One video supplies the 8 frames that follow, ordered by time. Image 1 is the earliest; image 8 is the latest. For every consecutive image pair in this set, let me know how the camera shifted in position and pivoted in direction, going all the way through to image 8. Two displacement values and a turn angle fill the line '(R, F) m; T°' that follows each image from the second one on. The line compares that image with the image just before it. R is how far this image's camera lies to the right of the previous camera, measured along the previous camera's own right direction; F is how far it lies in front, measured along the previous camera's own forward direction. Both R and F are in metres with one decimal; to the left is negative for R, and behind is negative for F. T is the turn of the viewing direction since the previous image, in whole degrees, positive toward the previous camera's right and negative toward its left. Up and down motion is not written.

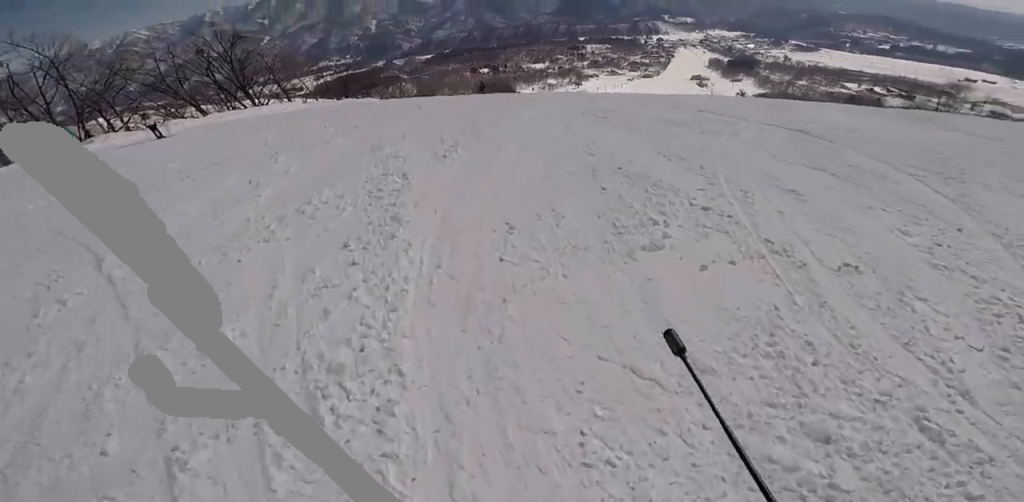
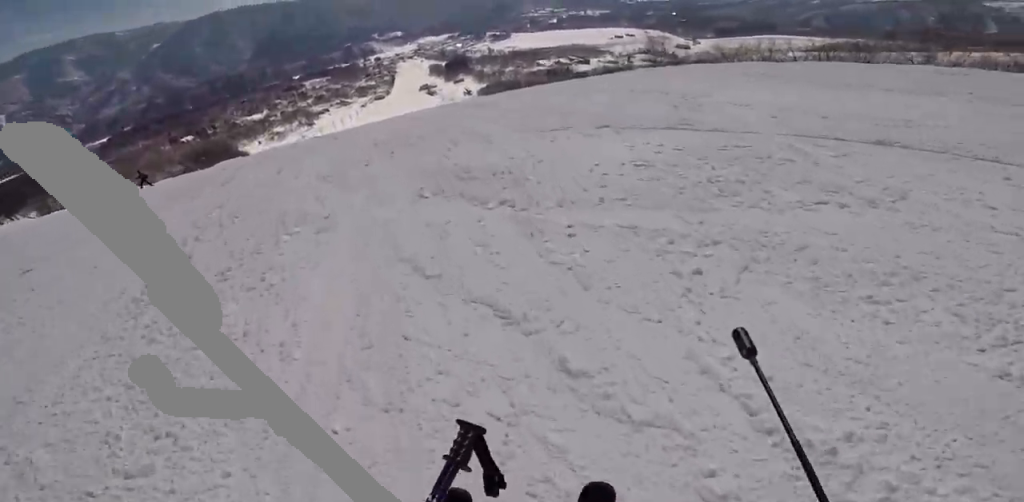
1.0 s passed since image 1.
(-0.2, +6.0) m; +10°
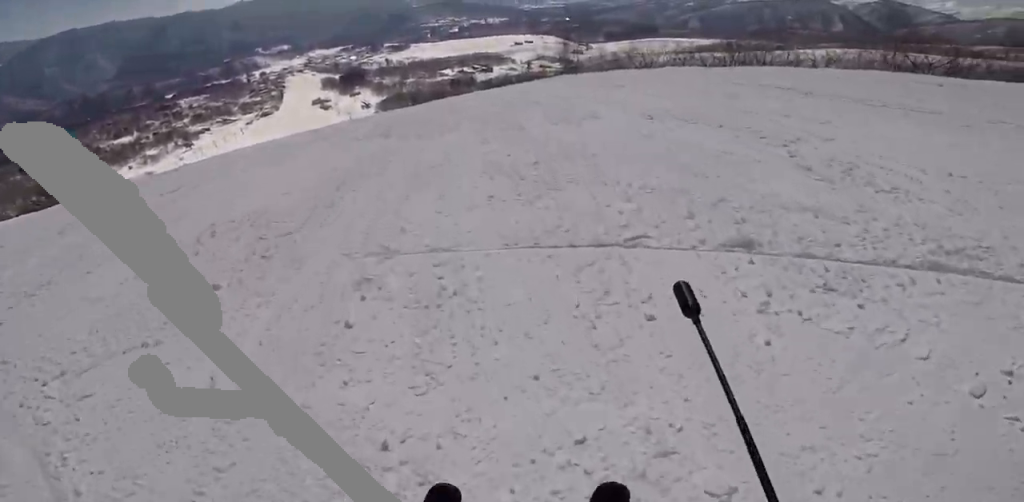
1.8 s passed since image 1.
(+0.6, +4.4) m; +16°
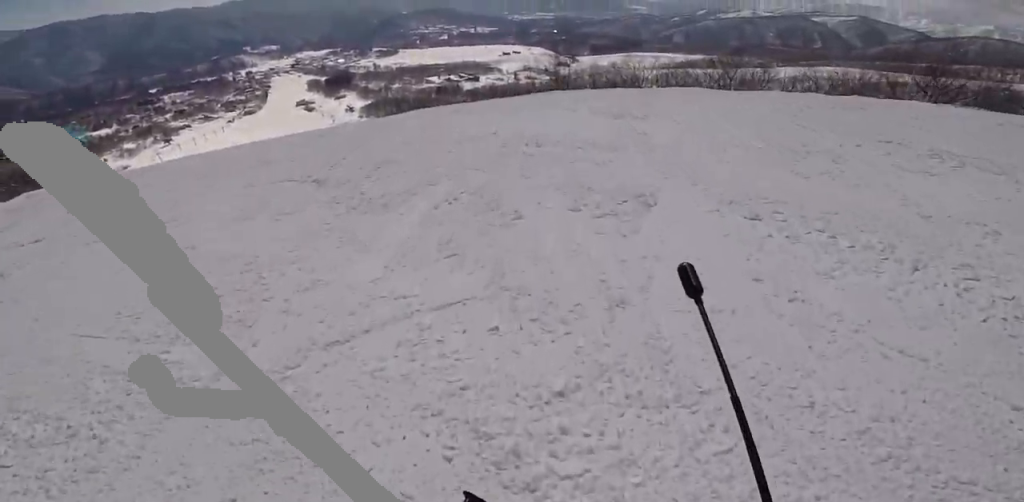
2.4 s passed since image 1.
(+0.6, +3.7) m; +6°
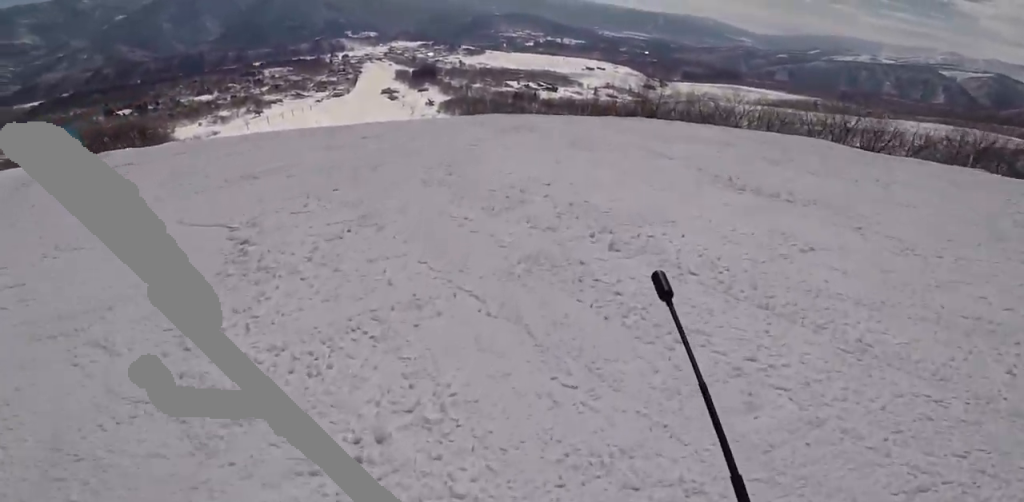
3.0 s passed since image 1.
(+0.2, +3.8) m; -4°
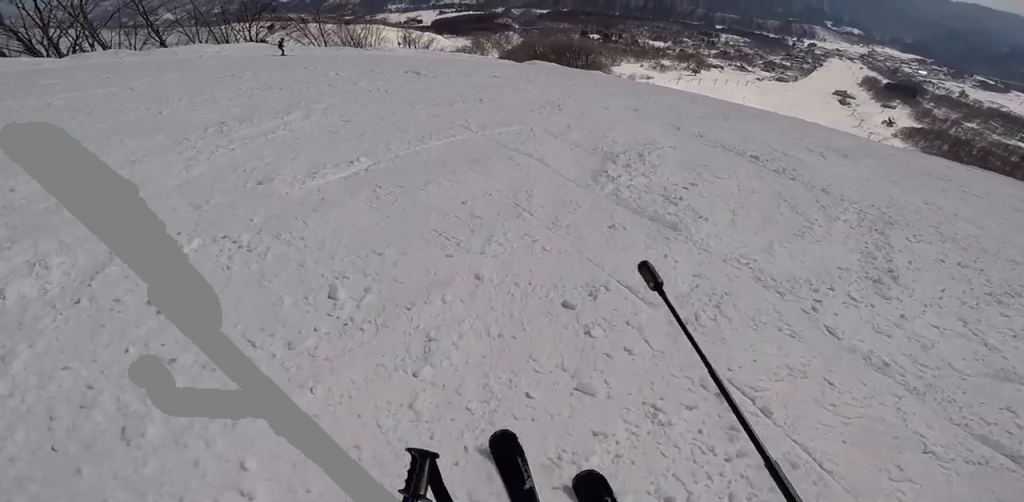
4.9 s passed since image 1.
(-3.7, +9.9) m; -49°
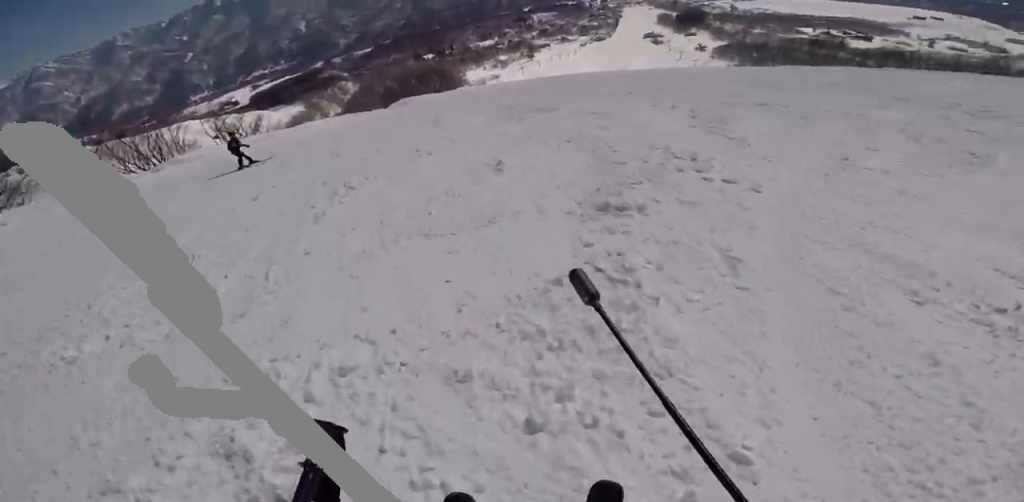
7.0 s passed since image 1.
(-1.7, +12.5) m; +15°
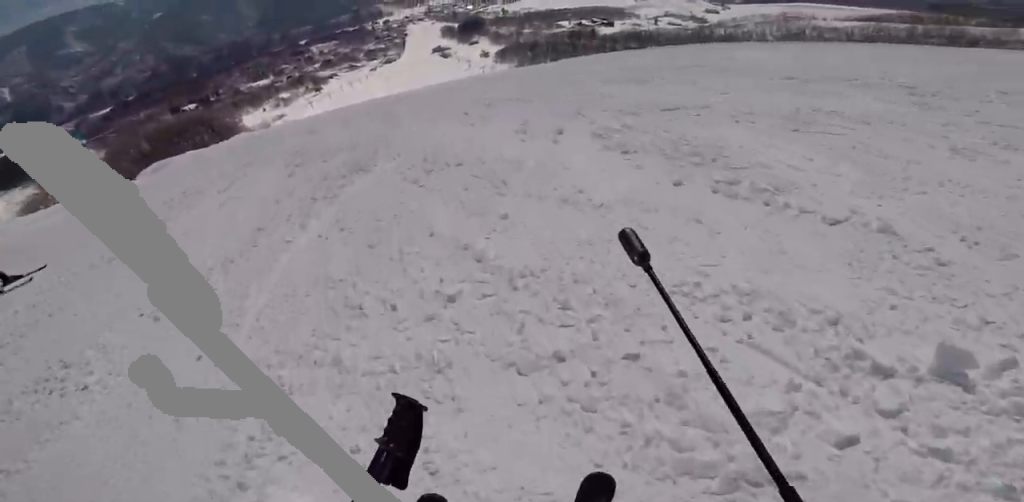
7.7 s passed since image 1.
(+0.6, +4.4) m; +25°
